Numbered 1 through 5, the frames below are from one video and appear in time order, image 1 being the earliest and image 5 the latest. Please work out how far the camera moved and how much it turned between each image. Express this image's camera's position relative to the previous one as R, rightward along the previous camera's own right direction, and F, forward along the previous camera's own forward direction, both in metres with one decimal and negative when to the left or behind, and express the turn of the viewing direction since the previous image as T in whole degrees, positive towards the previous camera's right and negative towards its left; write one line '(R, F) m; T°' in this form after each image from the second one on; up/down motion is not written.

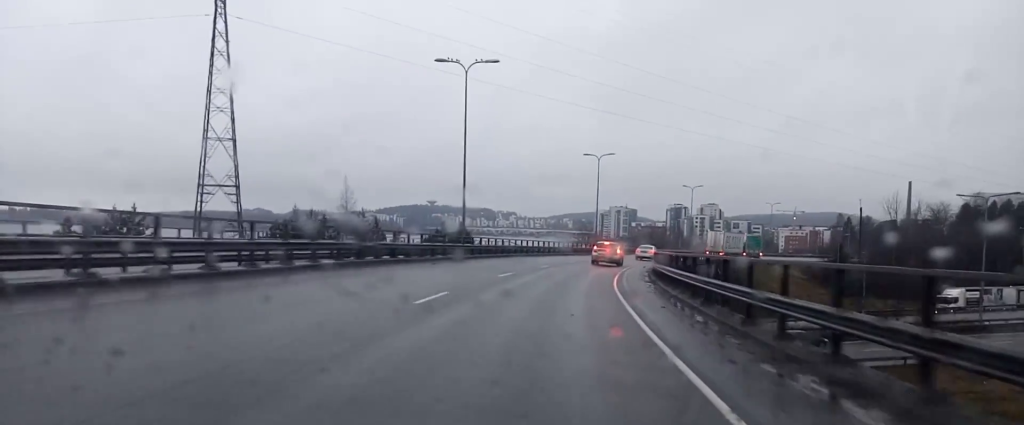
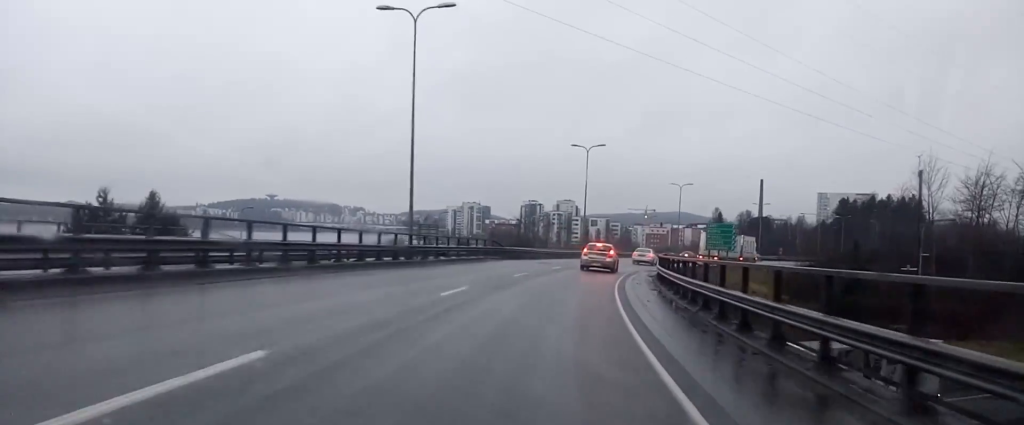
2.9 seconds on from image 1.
(+4.6, +56.2) m; +10°
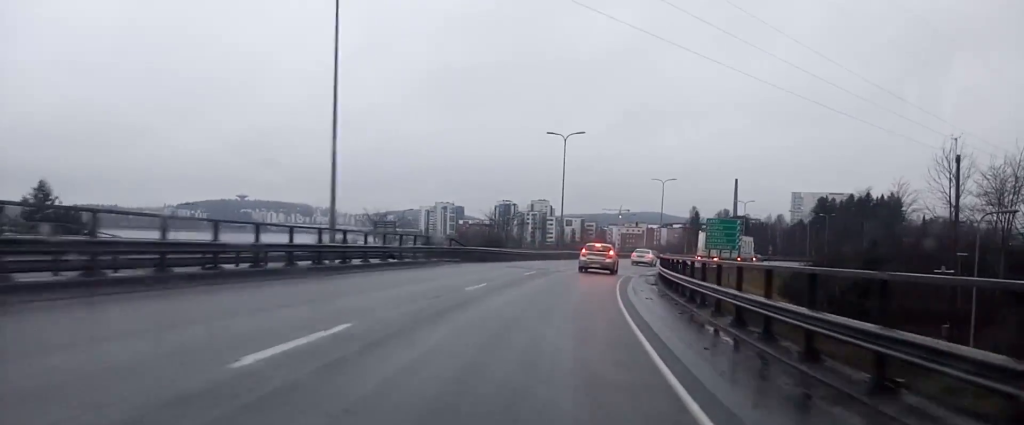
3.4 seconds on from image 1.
(0.0, +9.3) m; +2°
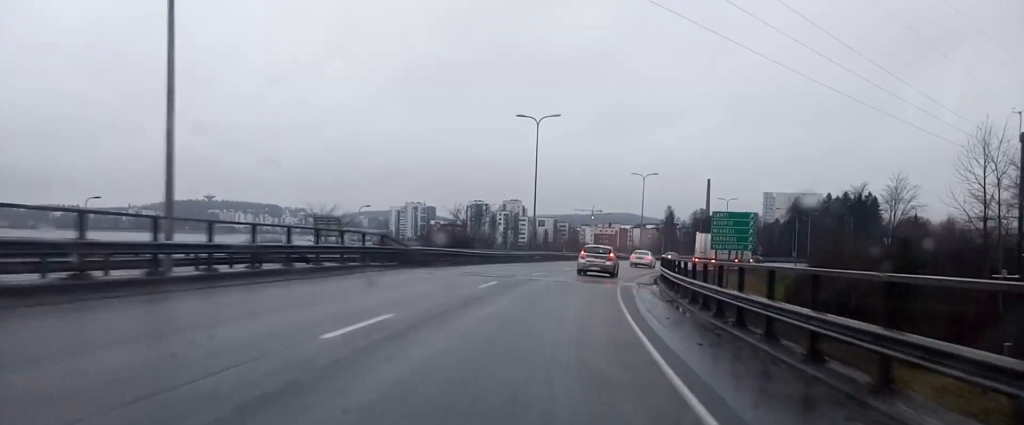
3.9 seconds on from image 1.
(+0.4, +10.1) m; +2°
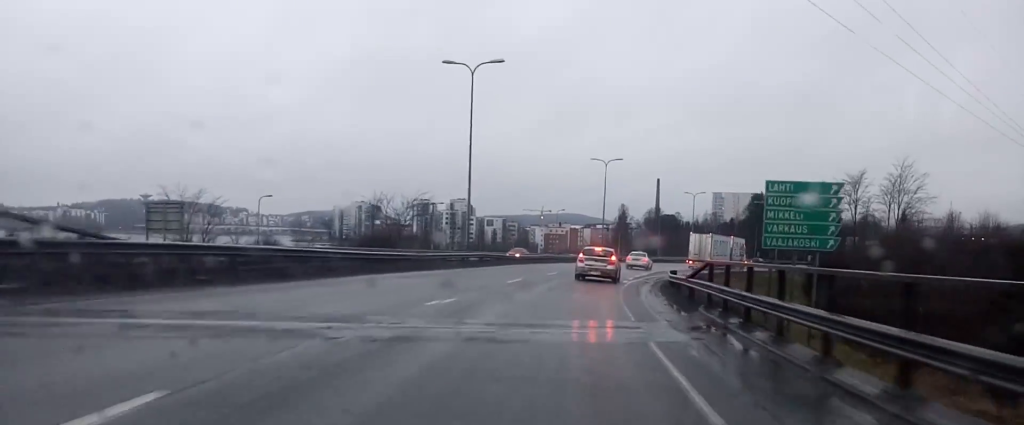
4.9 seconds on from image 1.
(+0.7, +18.3) m; +4°
